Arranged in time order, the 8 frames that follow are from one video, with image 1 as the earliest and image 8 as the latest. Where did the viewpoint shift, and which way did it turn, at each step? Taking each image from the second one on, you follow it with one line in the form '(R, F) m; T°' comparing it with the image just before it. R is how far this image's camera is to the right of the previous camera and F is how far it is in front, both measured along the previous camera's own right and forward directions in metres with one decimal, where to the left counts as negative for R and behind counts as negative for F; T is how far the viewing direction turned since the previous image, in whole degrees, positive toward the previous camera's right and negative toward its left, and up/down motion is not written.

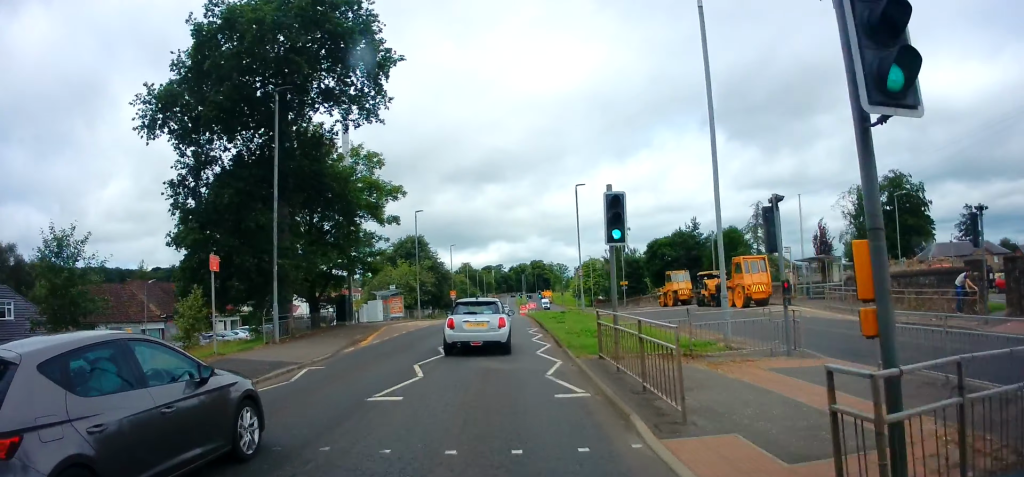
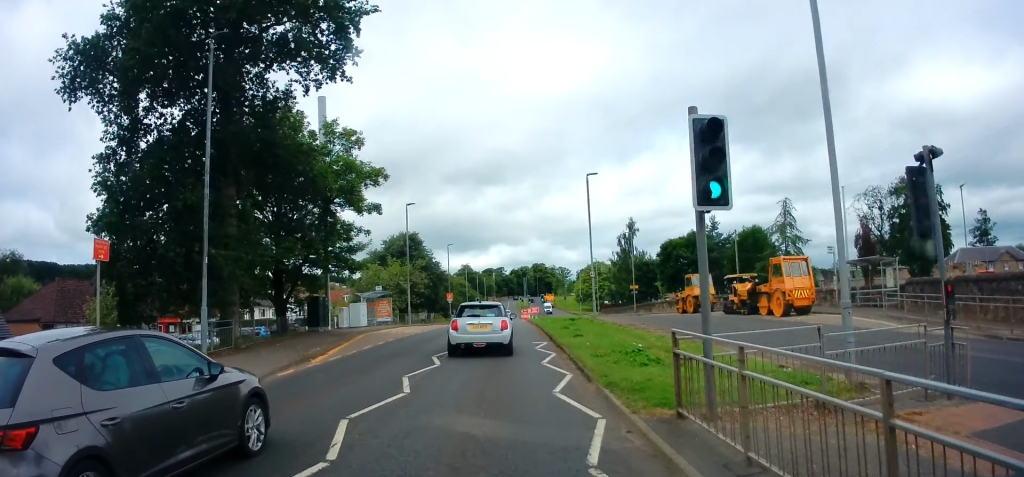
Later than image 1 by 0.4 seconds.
(+0.1, +5.5) m; 0°
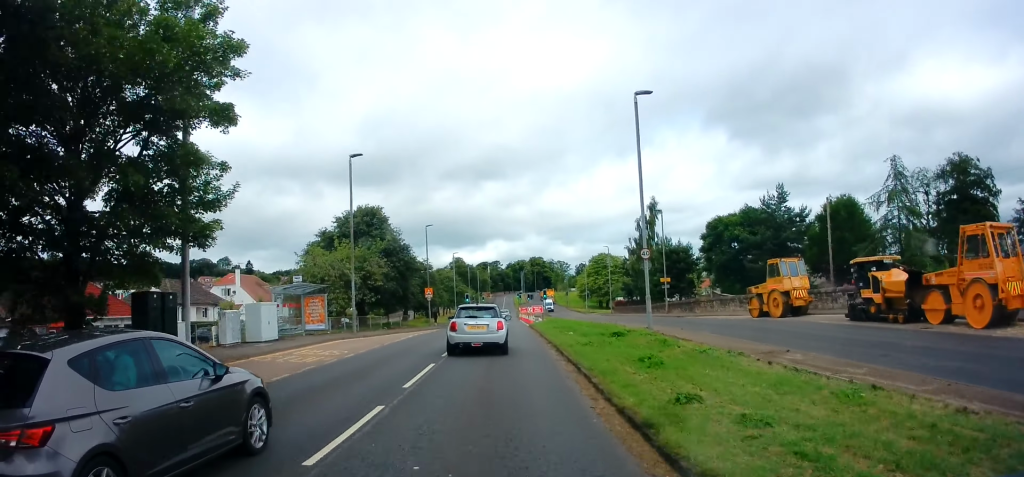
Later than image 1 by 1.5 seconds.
(-0.3, +15.8) m; 0°
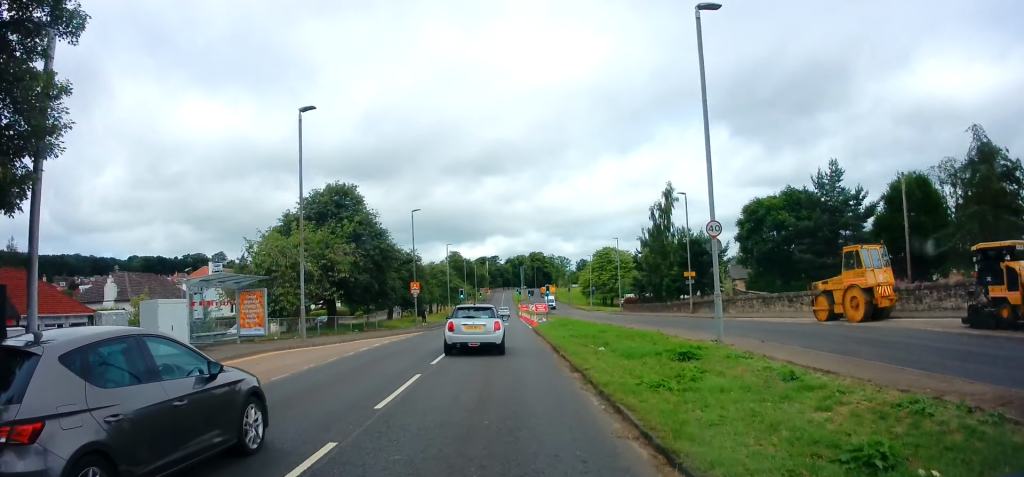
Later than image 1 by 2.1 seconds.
(+0.1, +7.7) m; +1°
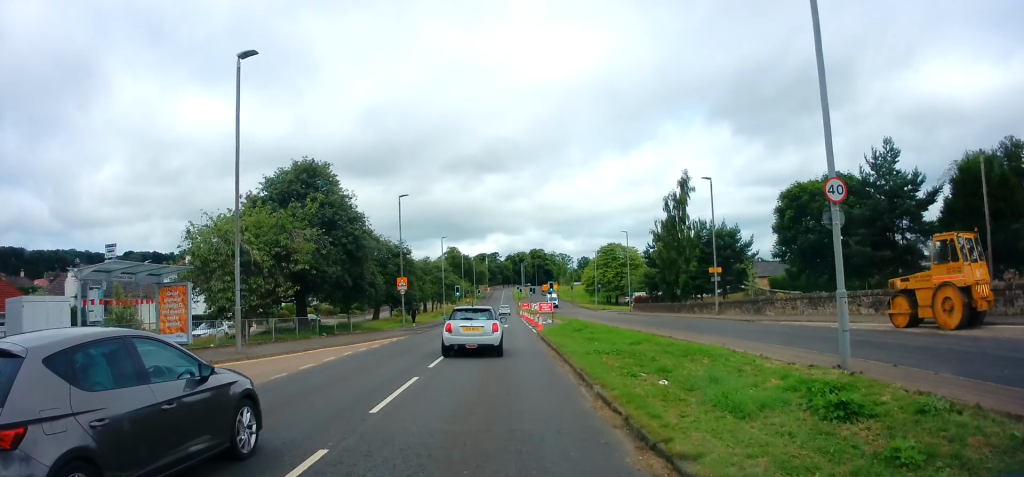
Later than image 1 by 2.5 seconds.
(0.0, +5.8) m; +1°
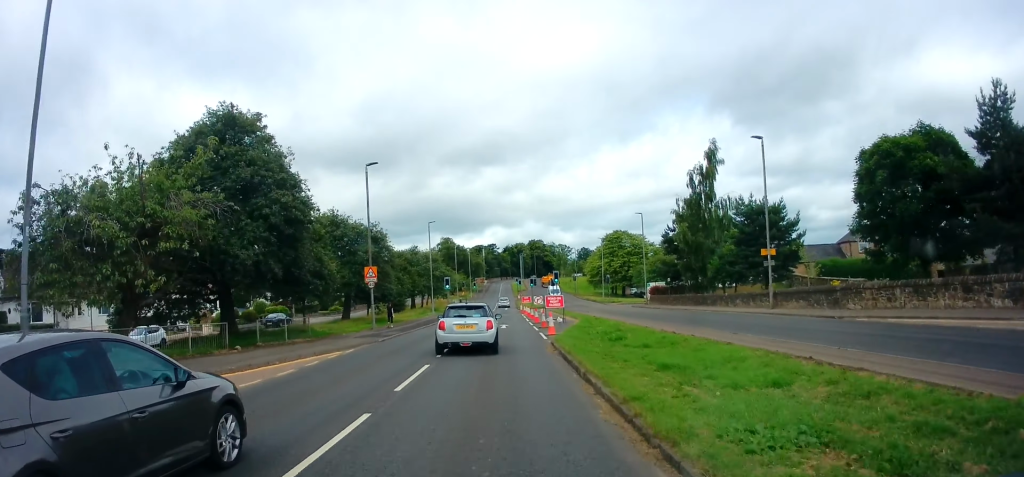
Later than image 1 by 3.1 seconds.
(0.0, +9.2) m; 0°
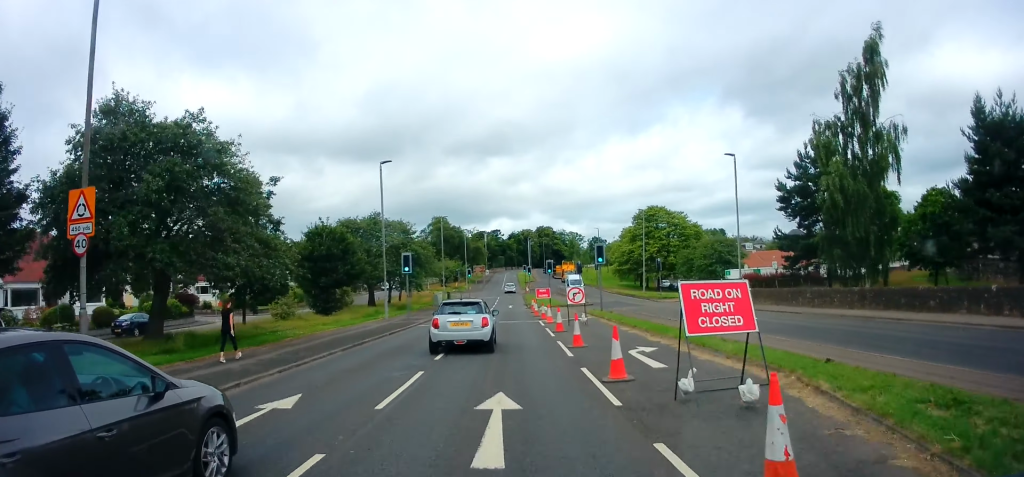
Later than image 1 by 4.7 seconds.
(-0.4, +25.1) m; -2°
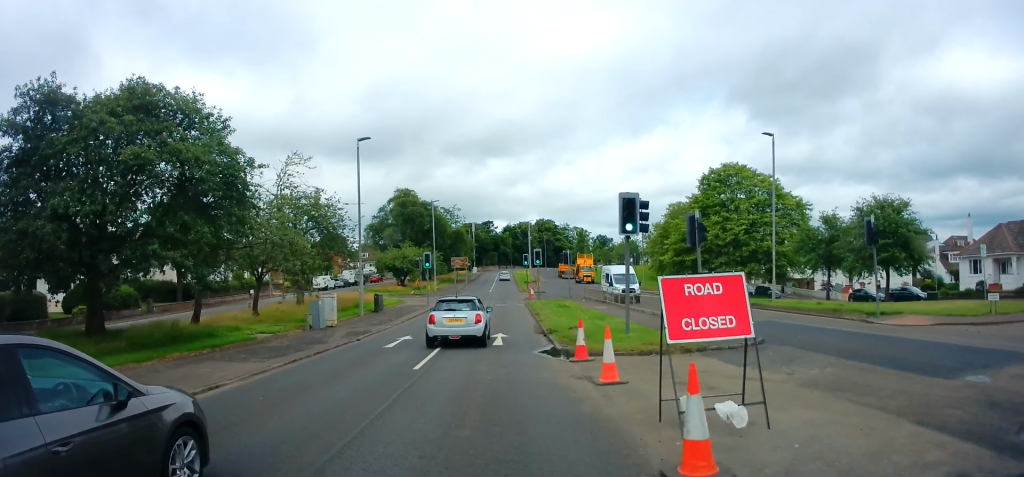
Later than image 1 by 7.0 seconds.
(+0.4, +35.6) m; +2°
